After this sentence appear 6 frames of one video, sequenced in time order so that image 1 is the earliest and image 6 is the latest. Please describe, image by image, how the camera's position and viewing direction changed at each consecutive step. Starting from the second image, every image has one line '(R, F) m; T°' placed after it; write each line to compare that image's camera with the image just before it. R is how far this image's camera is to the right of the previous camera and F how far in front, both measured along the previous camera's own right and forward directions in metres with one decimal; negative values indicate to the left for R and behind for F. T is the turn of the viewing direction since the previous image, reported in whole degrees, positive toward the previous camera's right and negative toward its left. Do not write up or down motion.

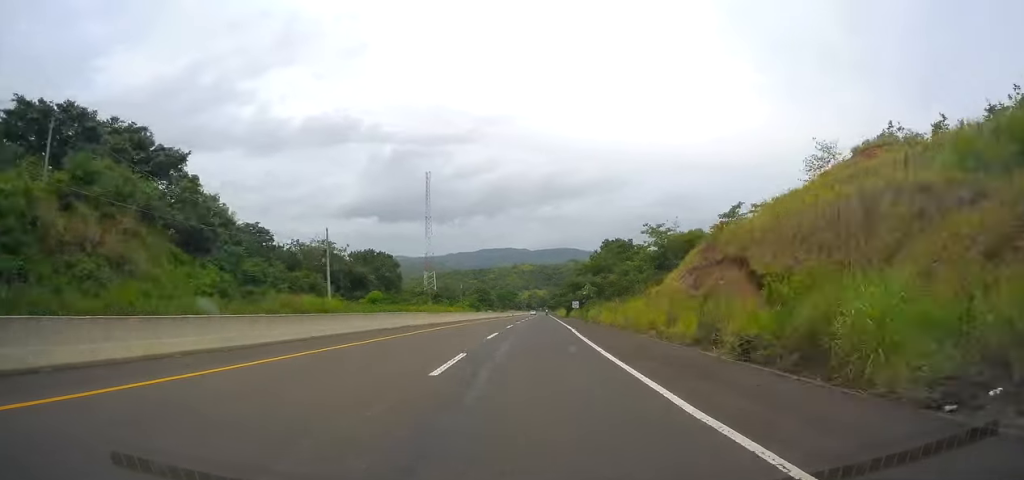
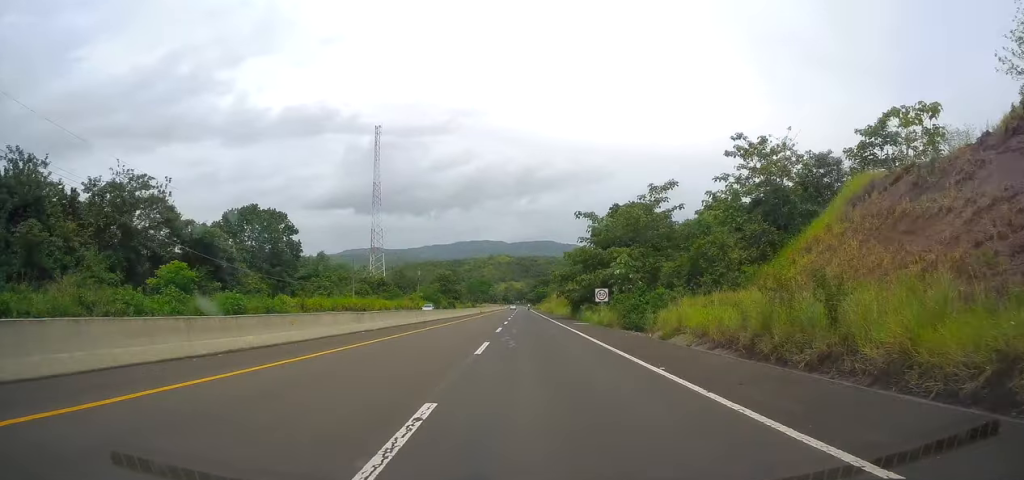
(+2.1, +45.4) m; +4°
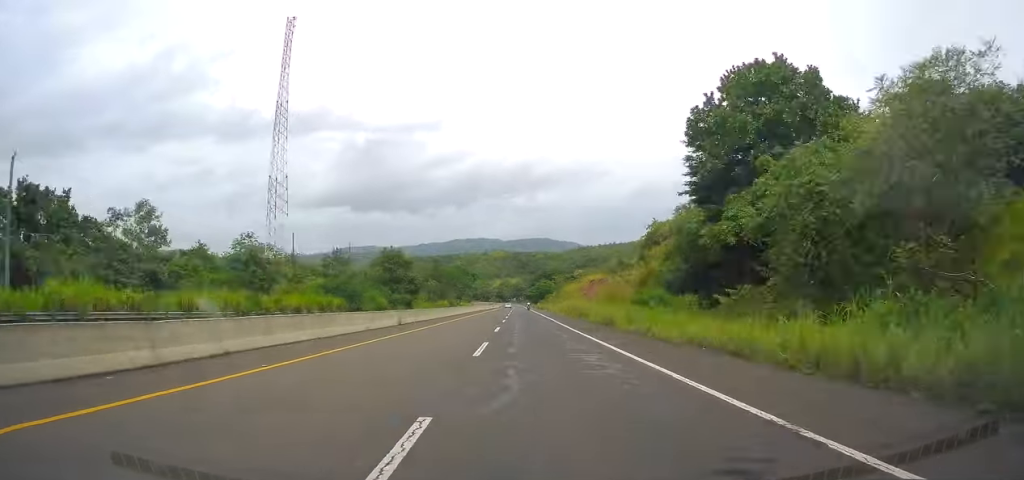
(+3.3, +64.4) m; +3°
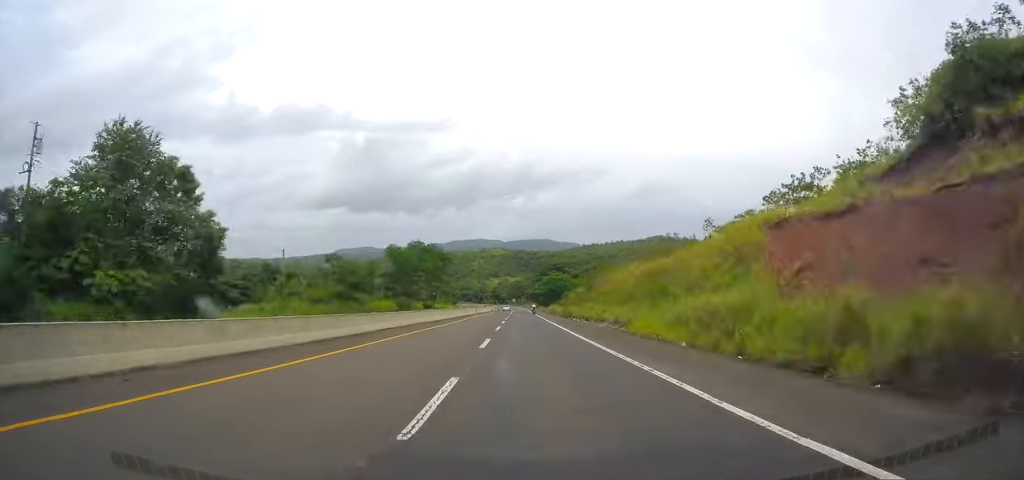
(+0.4, +72.5) m; 0°
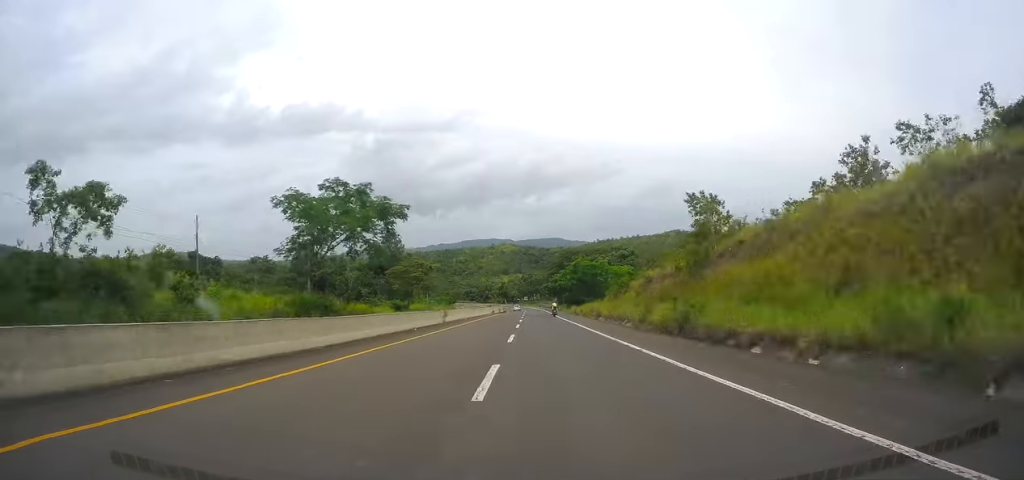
(-0.4, +48.3) m; -1°
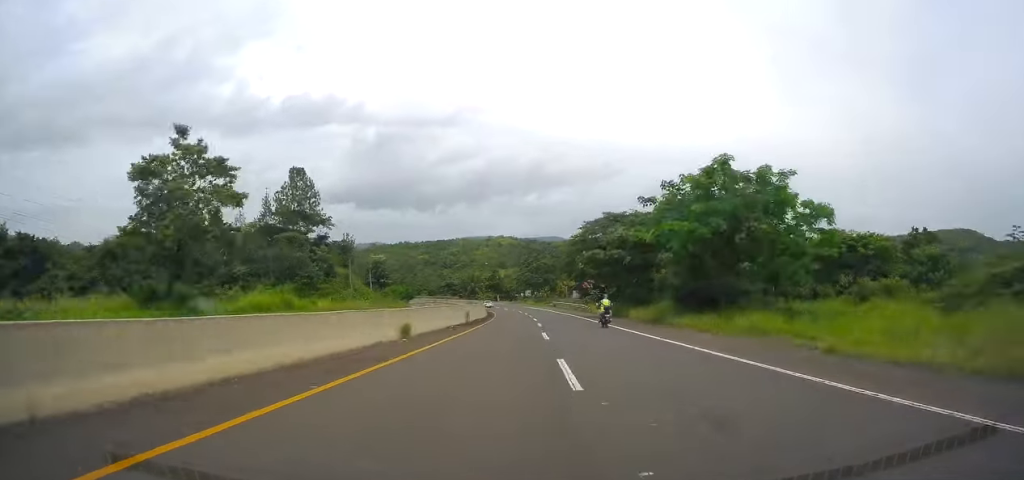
(-0.9, +74.7) m; -1°
